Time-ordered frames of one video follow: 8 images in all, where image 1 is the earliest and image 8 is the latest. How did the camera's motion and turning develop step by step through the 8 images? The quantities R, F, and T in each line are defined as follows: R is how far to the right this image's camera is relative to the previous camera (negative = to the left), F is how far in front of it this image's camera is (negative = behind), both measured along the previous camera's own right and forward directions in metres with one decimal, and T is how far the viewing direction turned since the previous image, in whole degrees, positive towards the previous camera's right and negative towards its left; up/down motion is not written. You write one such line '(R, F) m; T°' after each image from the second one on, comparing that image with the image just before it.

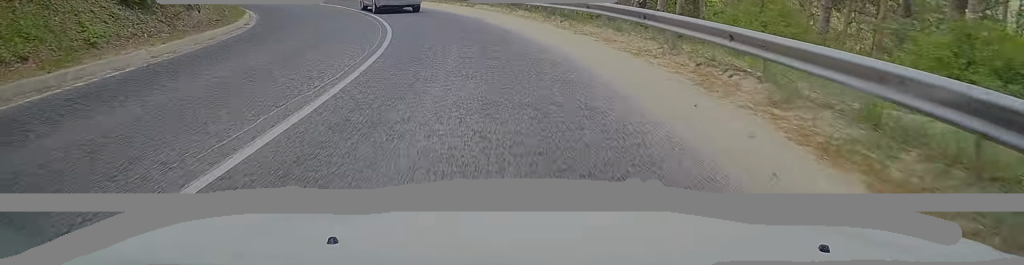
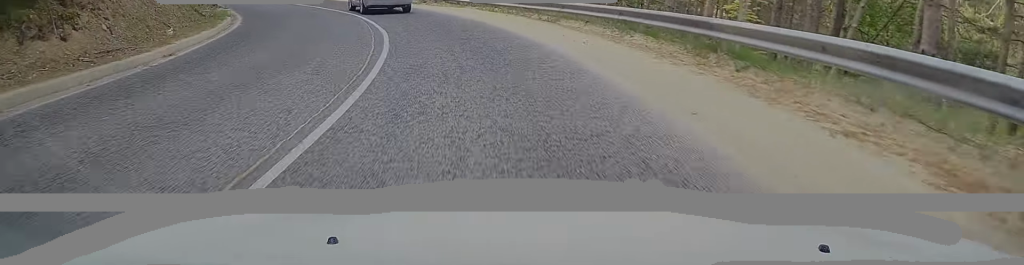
(-0.5, +9.5) m; -7°
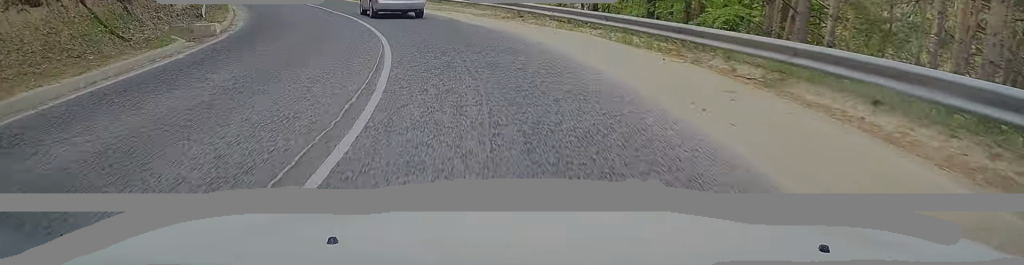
(-0.8, +9.7) m; -9°
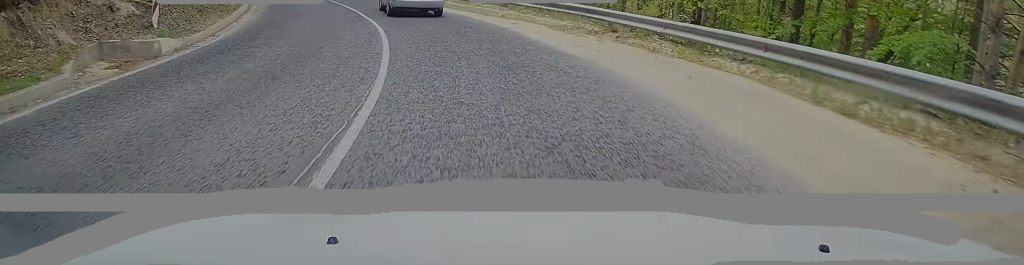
(0.0, +6.2) m; -6°
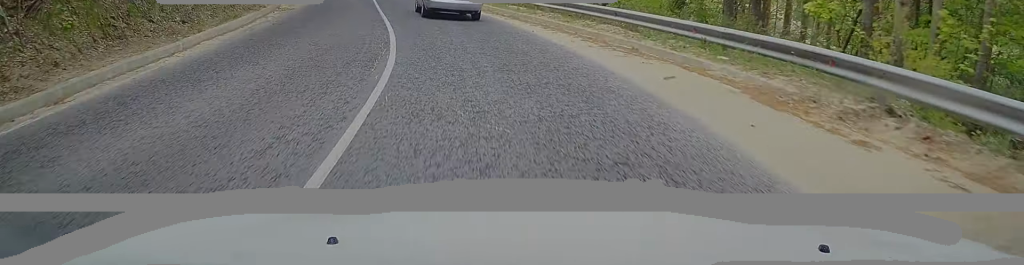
(-0.9, +8.5) m; -7°
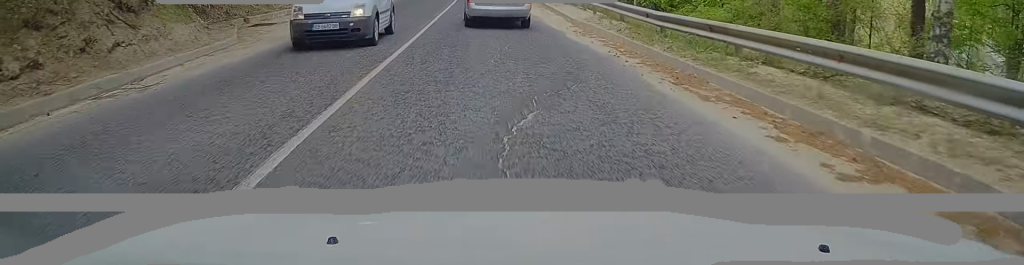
(-1.4, +15.4) m; -10°
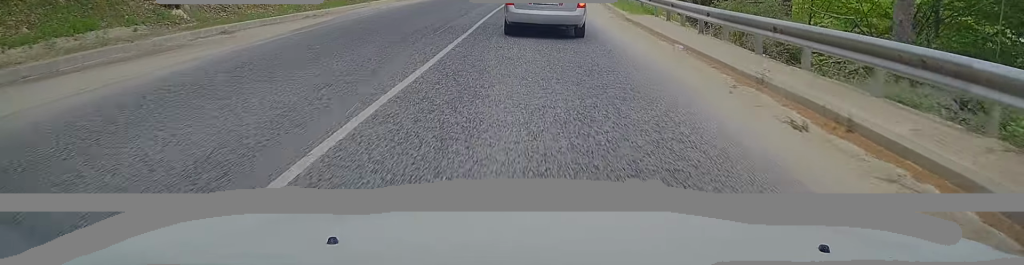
(-2.7, +27.3) m; -8°
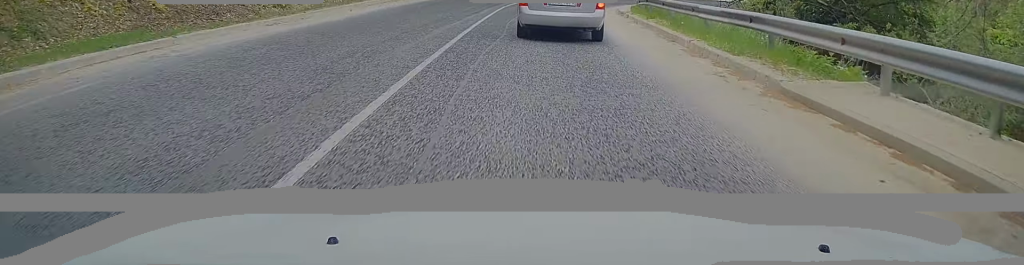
(0.0, +14.4) m; +1°
